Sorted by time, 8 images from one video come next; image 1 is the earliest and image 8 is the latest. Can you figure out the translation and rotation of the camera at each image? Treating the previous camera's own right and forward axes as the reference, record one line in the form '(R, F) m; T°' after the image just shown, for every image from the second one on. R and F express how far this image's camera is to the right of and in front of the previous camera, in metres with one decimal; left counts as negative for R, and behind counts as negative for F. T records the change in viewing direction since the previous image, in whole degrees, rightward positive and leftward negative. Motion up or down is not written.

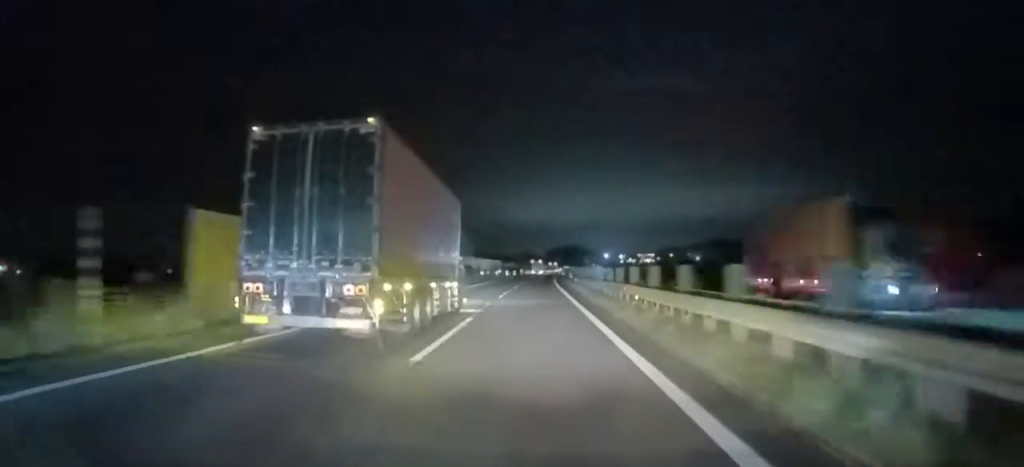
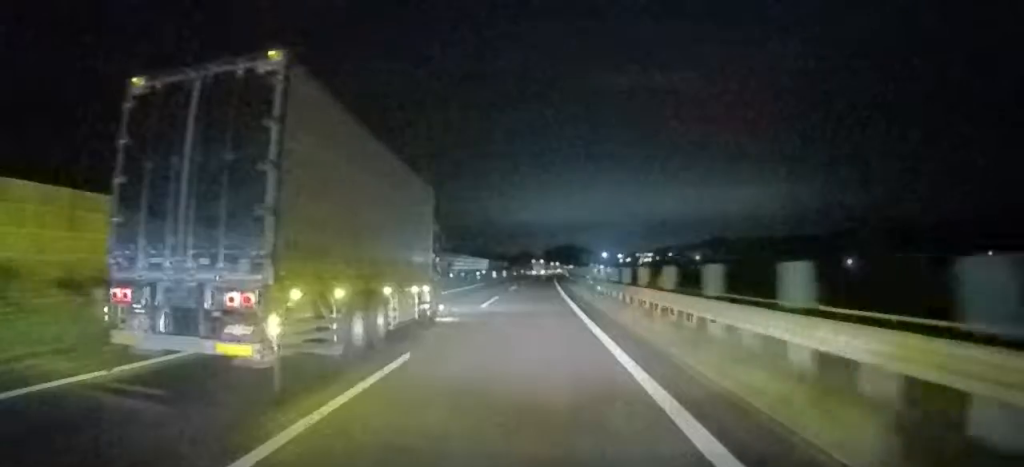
(0.0, +27.6) m; 0°
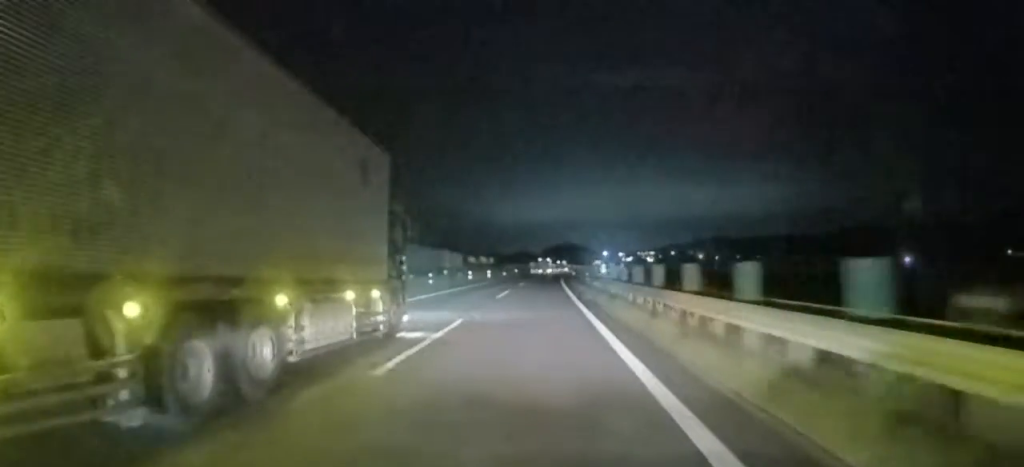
(+0.1, +34.6) m; 0°
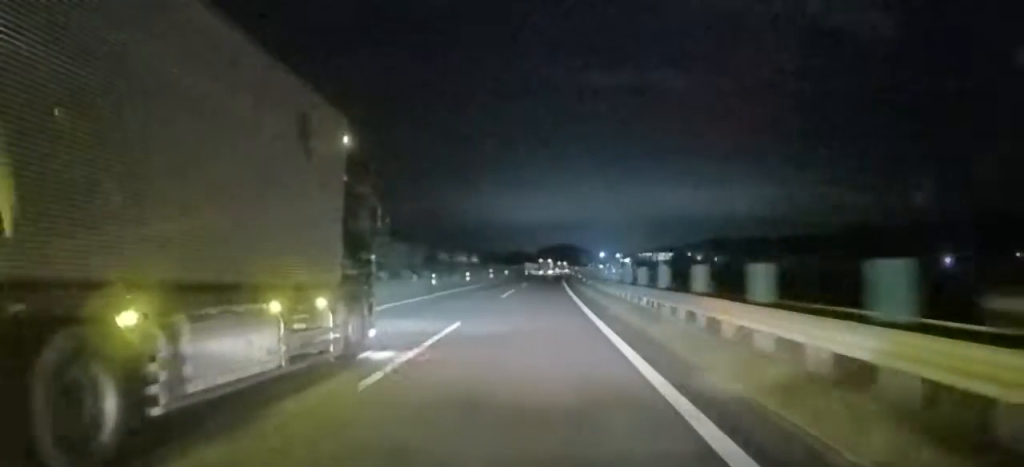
(0.0, +20.7) m; 0°
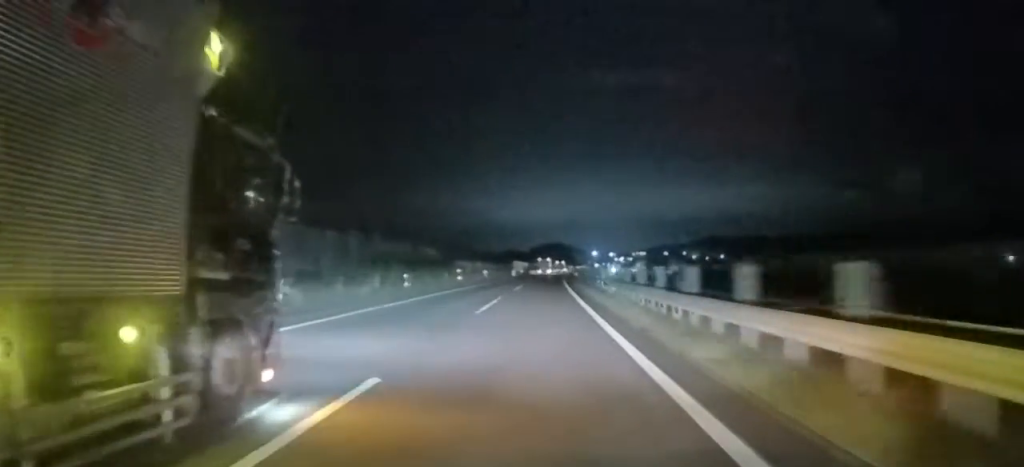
(+0.1, +27.4) m; 0°
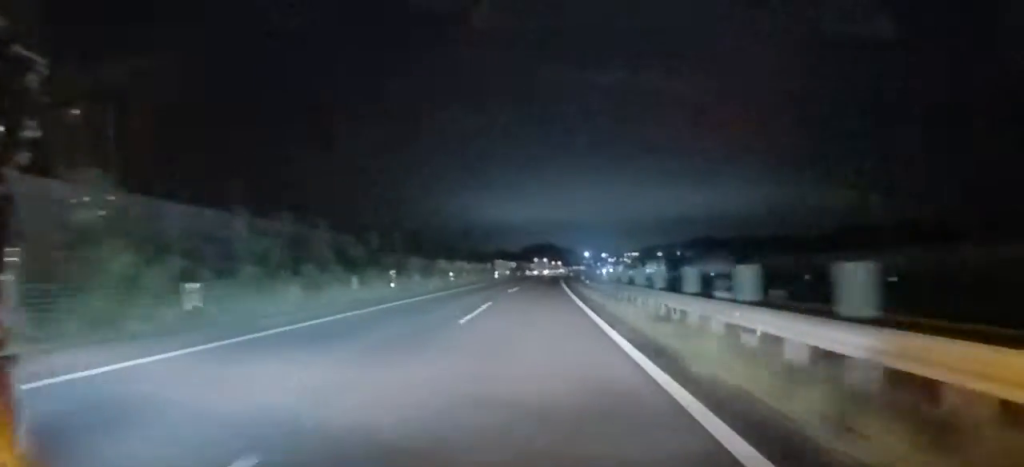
(+0.1, +24.3) m; 0°
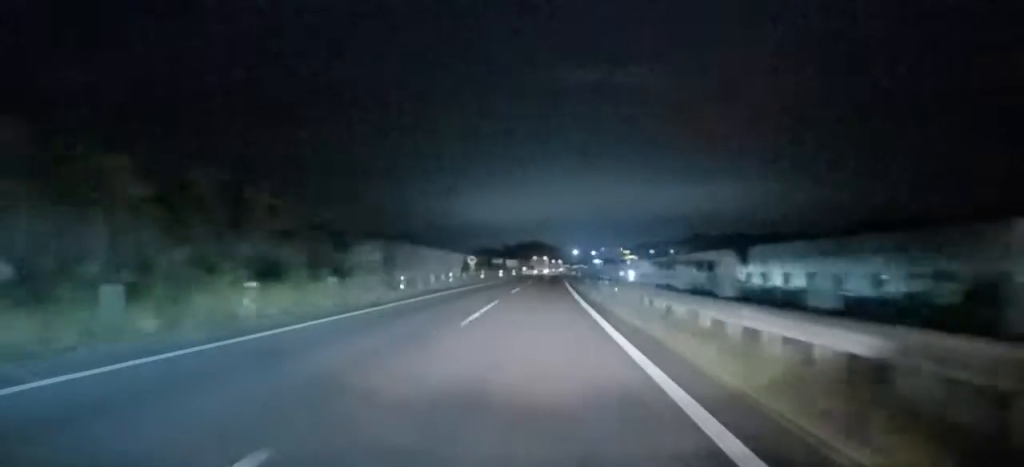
(+0.7, +59.9) m; +1°
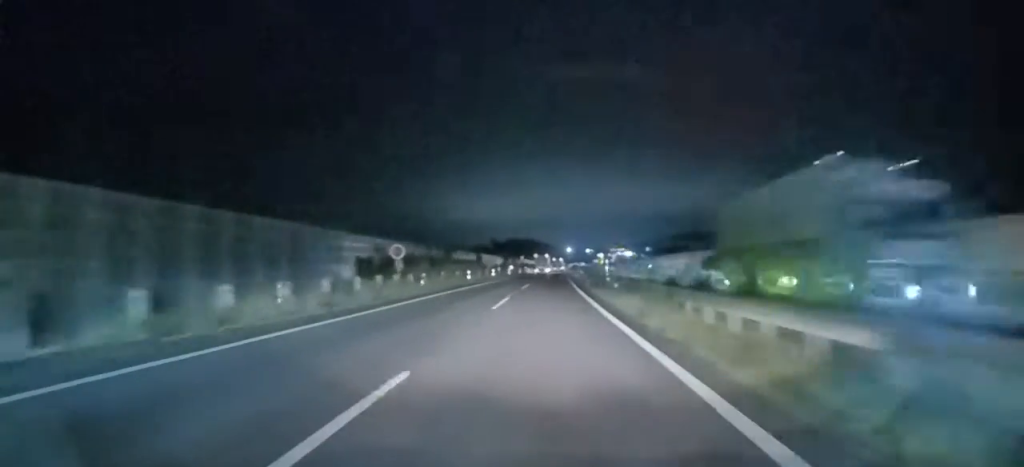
(-0.1, +35.5) m; 0°
